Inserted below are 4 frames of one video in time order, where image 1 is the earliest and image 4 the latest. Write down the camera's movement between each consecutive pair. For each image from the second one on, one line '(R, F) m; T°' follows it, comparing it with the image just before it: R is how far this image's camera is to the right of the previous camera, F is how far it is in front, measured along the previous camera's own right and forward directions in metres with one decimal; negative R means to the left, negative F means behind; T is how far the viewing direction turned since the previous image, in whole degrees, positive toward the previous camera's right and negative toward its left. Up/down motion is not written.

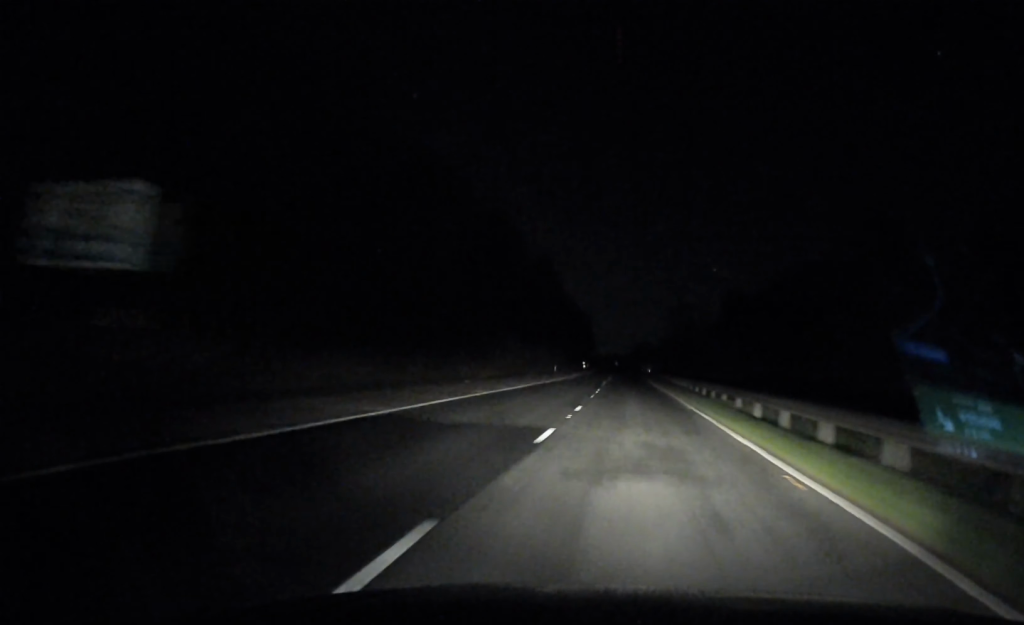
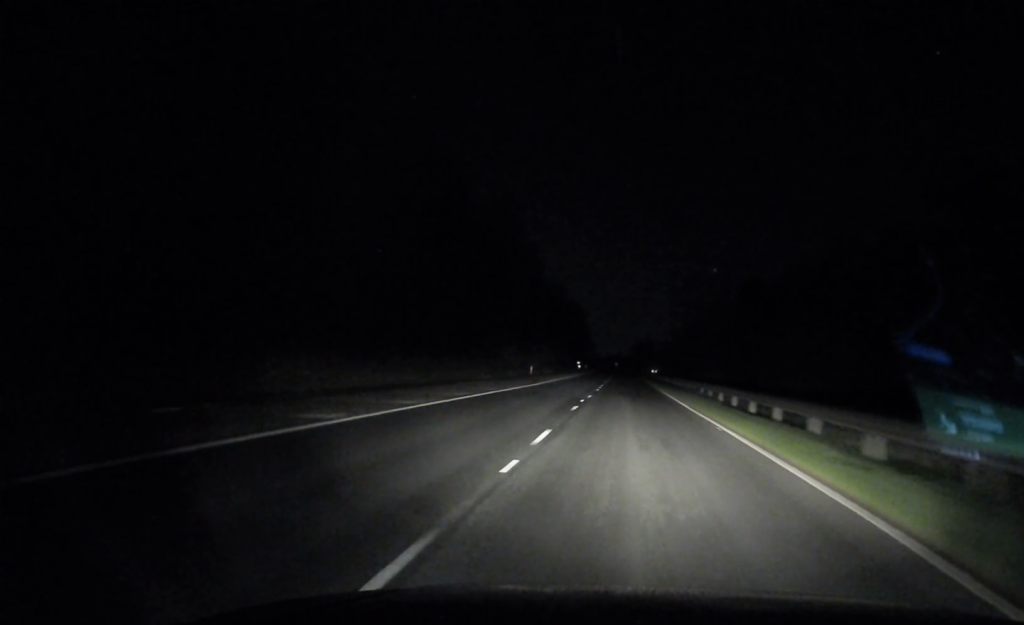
(0.0, +26.5) m; 0°
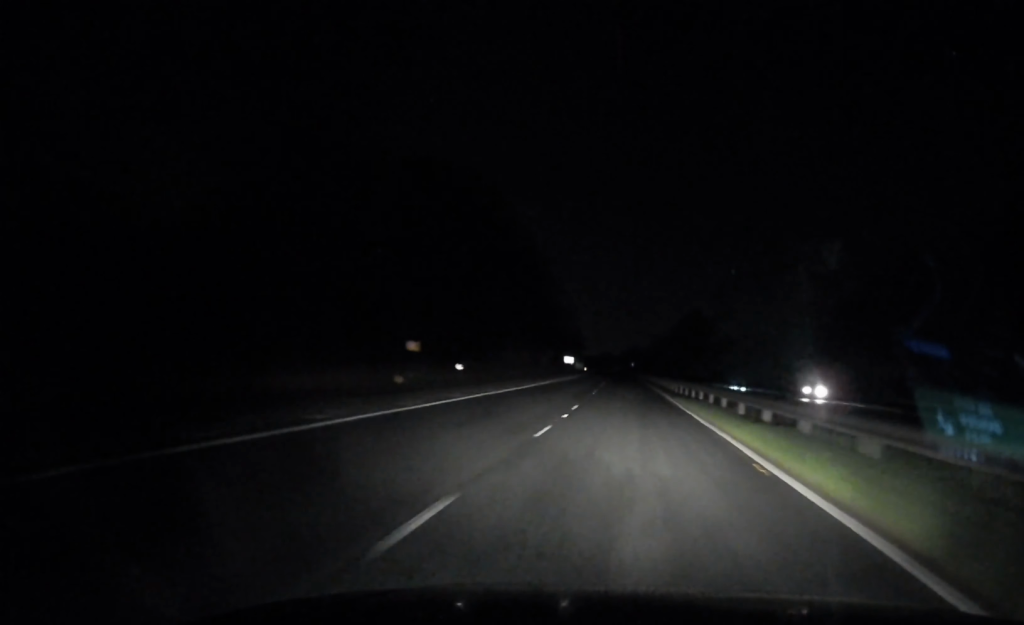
(-2.0, +150.0) m; -2°
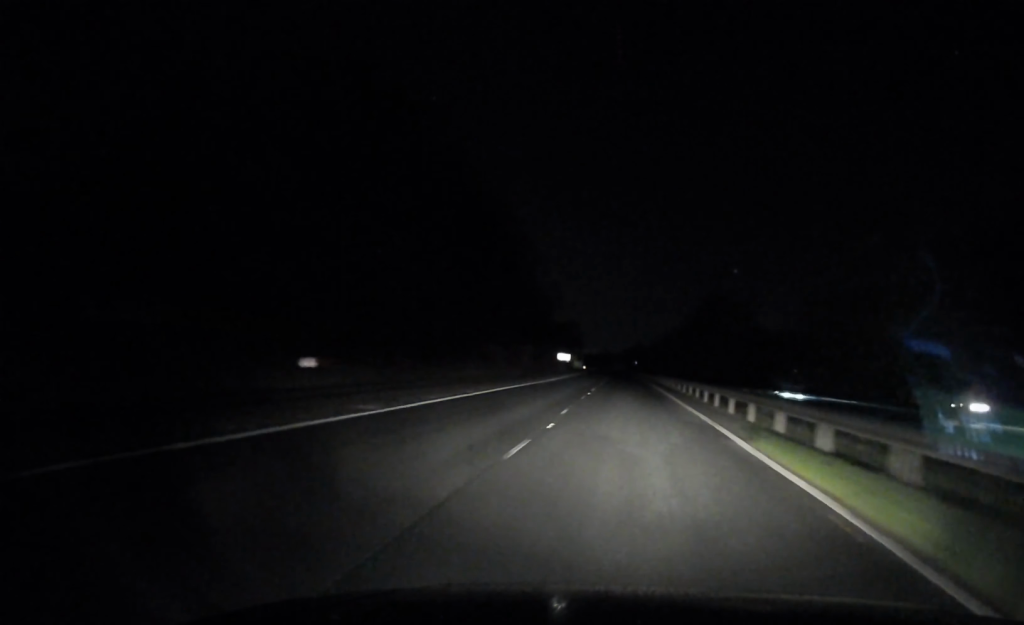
(-0.1, +21.8) m; 0°
